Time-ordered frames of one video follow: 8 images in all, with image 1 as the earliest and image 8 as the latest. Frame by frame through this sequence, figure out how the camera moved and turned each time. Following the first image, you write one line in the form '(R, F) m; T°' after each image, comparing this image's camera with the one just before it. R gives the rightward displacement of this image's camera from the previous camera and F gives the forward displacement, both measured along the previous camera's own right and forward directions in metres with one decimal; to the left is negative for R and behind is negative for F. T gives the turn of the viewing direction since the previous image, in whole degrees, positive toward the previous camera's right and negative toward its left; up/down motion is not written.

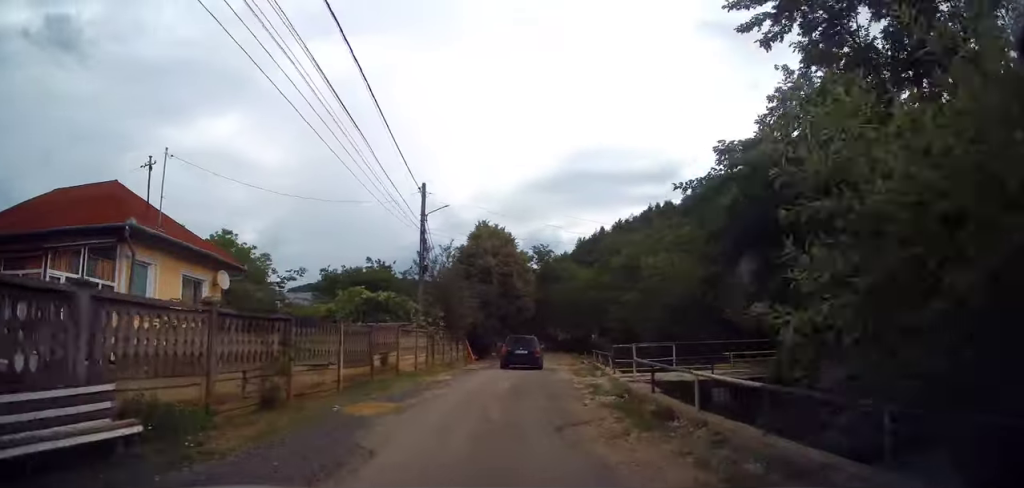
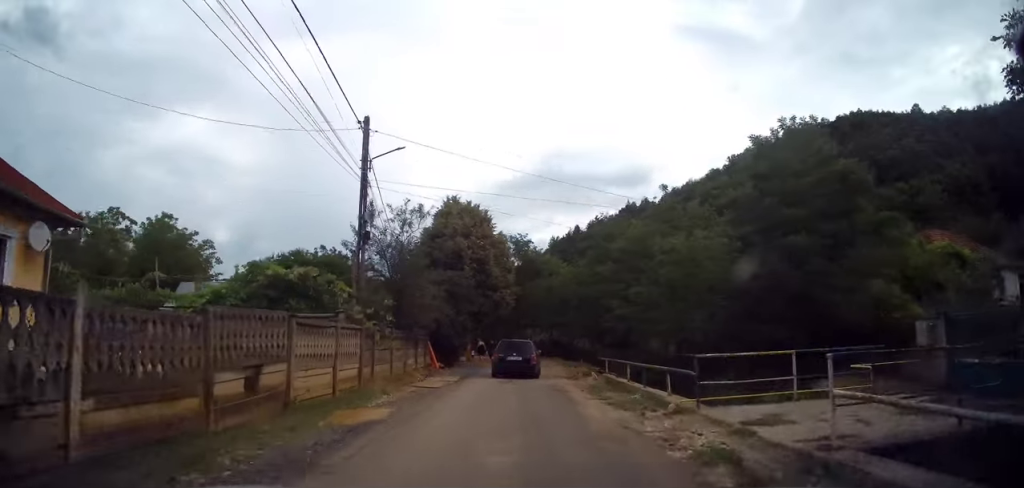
(-0.2, +7.5) m; -1°
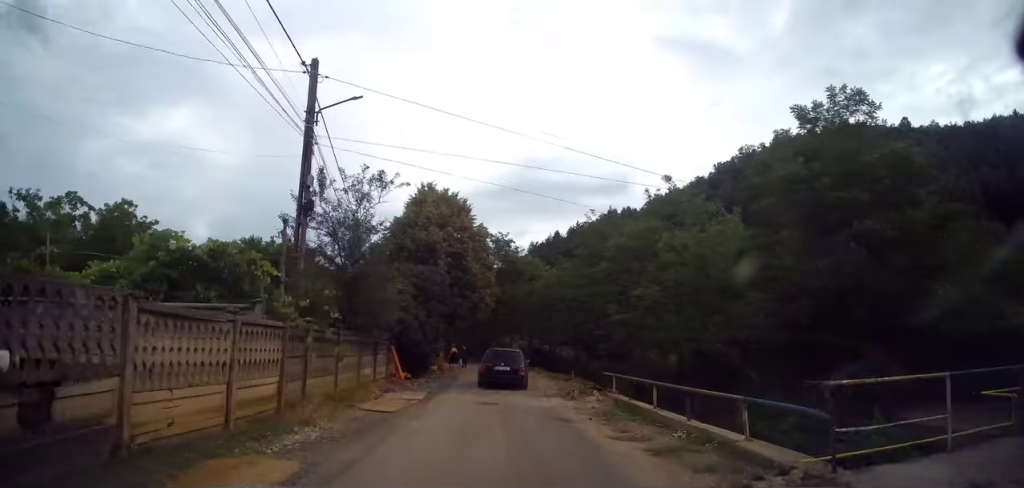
(-0.1, +4.1) m; +2°
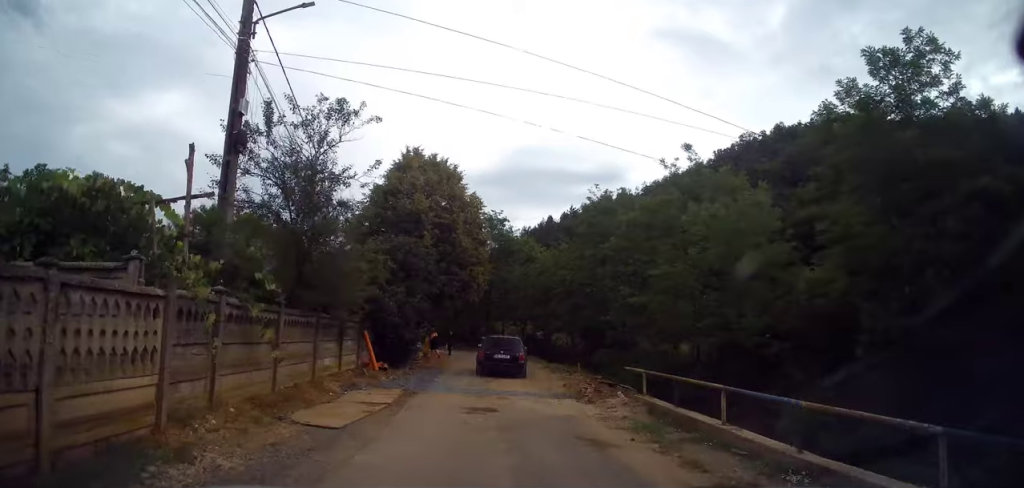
(+0.2, +3.8) m; +5°
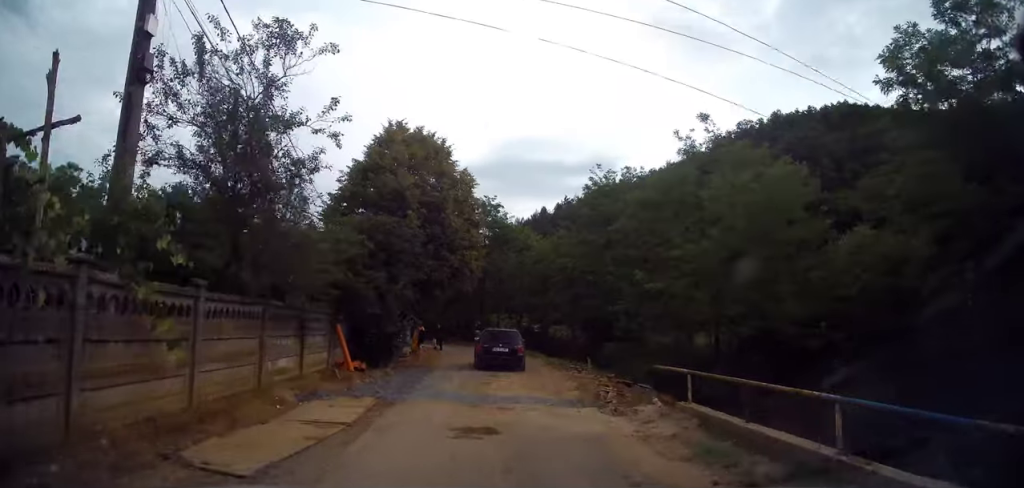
(0.0, +3.0) m; +3°
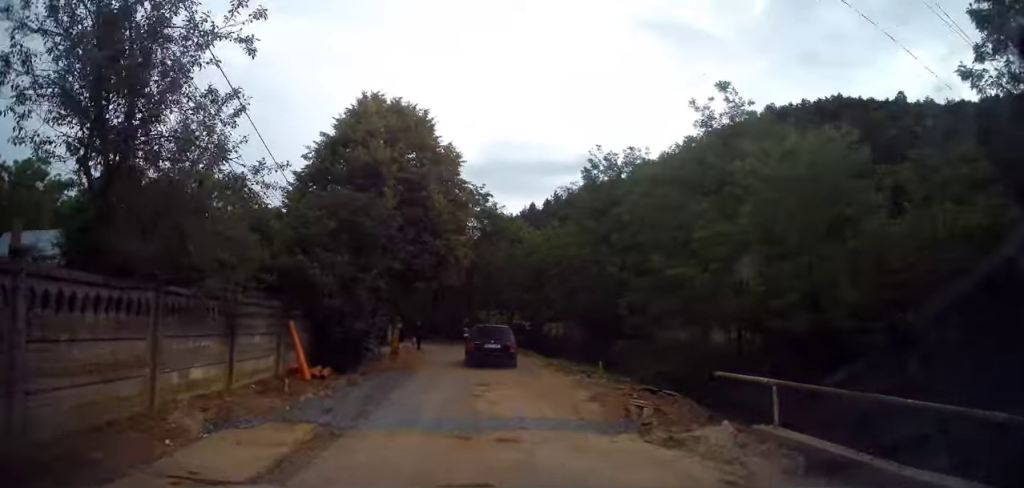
(+0.3, +3.1) m; -1°
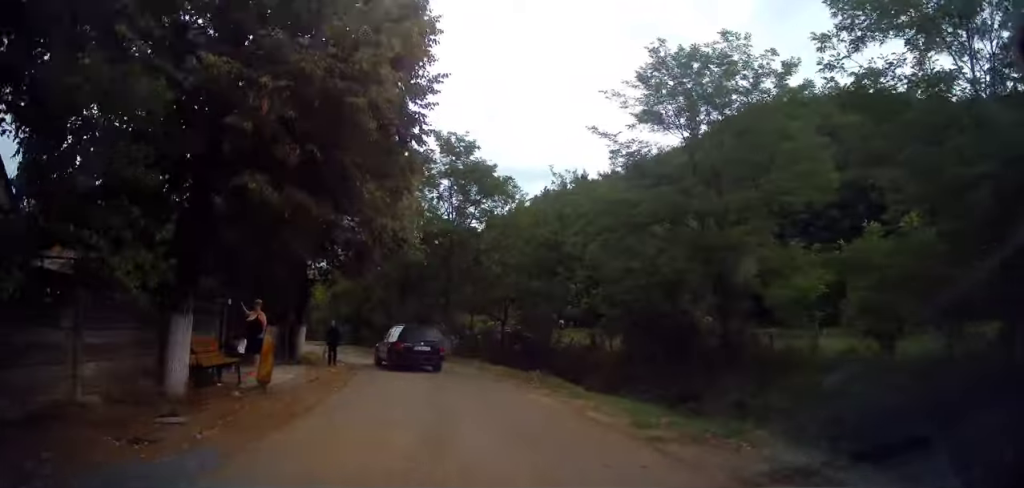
(0.0, +12.7) m; +1°
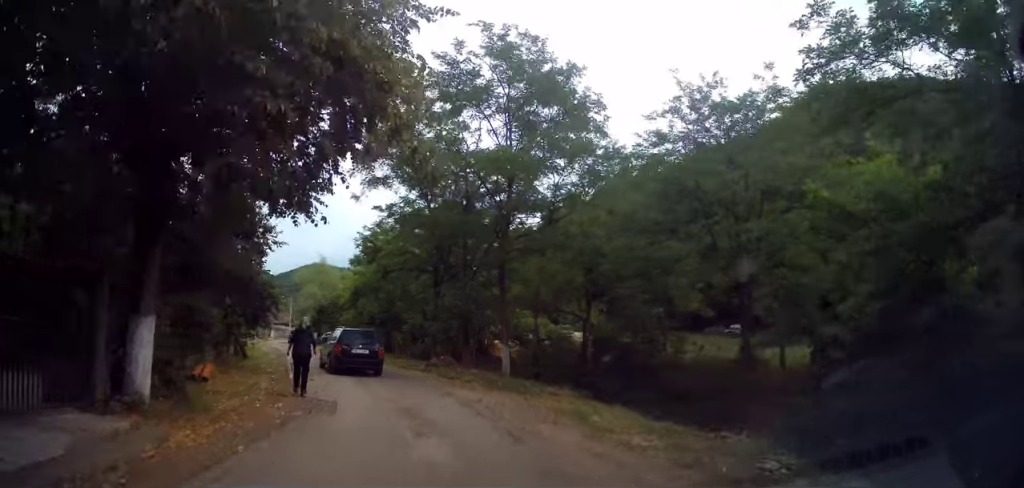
(-1.1, +10.0) m; -12°
